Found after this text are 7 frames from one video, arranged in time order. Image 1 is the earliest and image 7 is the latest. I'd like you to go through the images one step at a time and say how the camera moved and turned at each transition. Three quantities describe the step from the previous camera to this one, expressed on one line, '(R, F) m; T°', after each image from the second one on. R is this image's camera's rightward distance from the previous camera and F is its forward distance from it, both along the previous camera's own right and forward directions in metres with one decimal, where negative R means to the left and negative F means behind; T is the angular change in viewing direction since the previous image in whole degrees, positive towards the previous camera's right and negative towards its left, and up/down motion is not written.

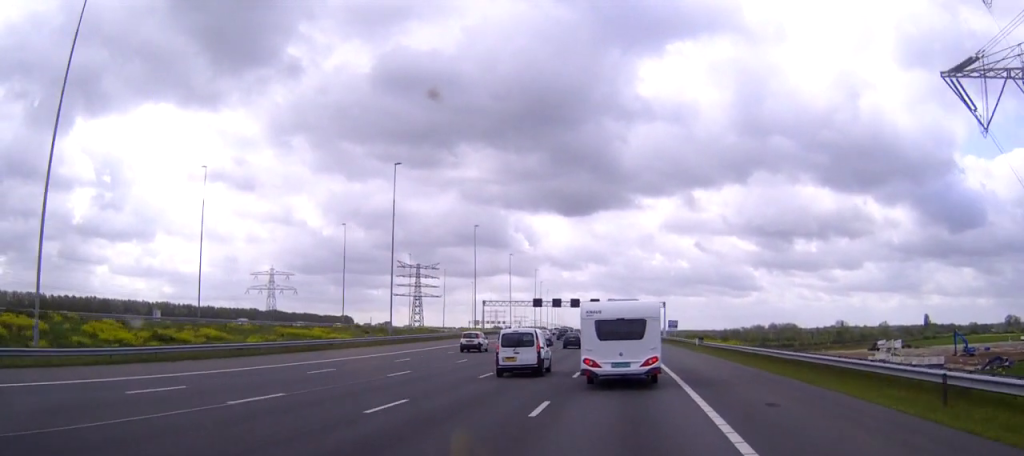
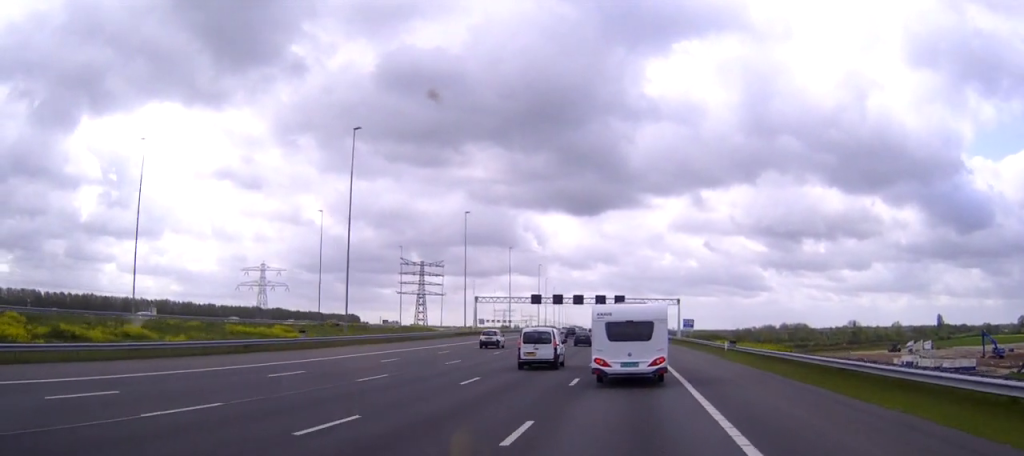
(-0.1, +15.6) m; -1°
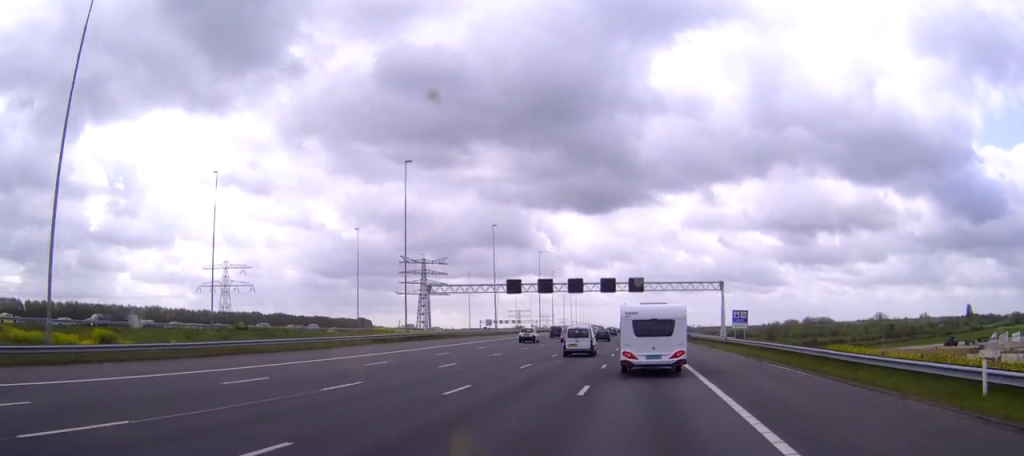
(-0.5, +40.1) m; -1°
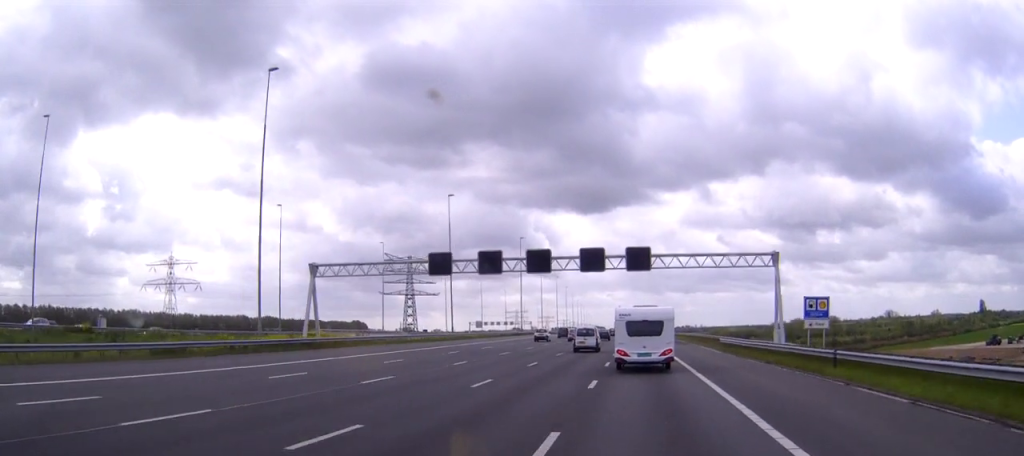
(-0.2, +33.3) m; 0°
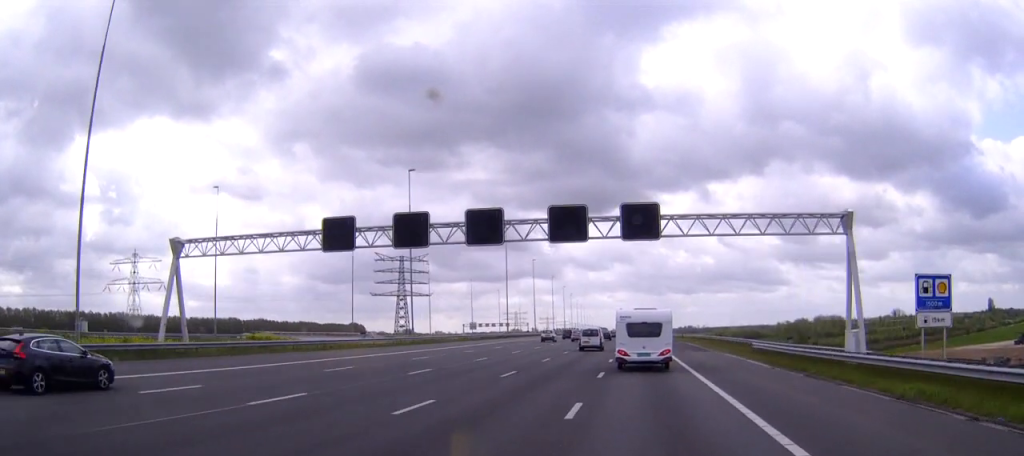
(0.0, +19.0) m; 0°
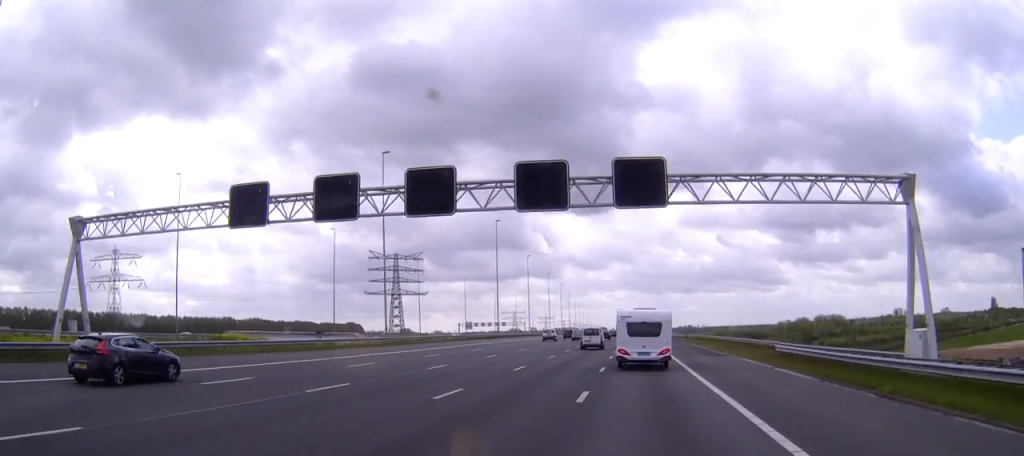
(0.0, +8.8) m; 0°
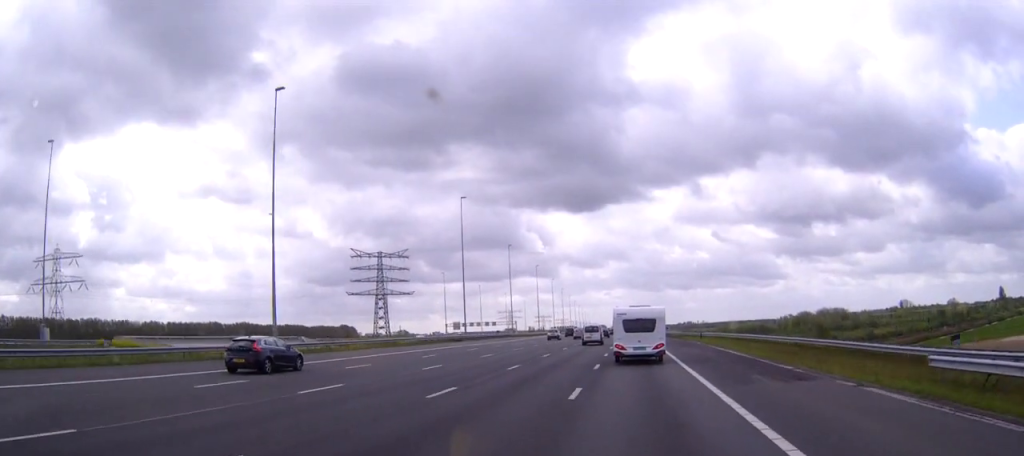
(0.0, +23.8) m; 0°
